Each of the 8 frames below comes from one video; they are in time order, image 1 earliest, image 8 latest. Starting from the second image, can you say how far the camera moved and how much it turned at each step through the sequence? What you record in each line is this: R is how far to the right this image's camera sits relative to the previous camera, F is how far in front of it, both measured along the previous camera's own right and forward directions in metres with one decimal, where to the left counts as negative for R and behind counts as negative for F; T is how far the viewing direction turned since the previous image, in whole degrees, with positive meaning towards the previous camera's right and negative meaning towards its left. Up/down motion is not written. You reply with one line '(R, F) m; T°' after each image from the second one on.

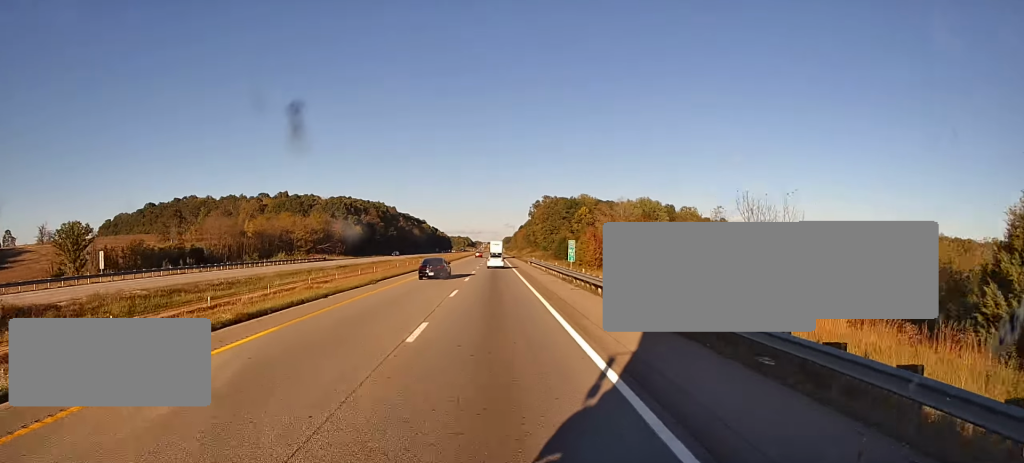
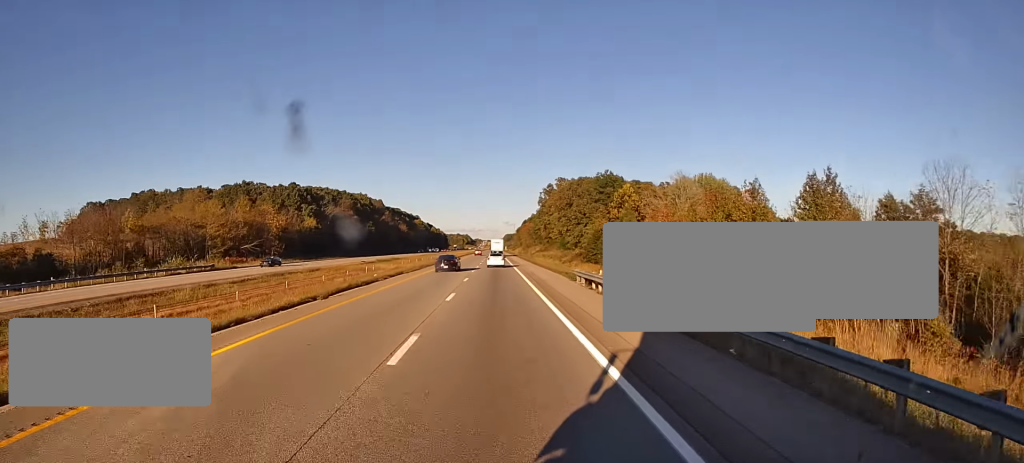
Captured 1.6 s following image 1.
(-0.7, +51.1) m; 0°
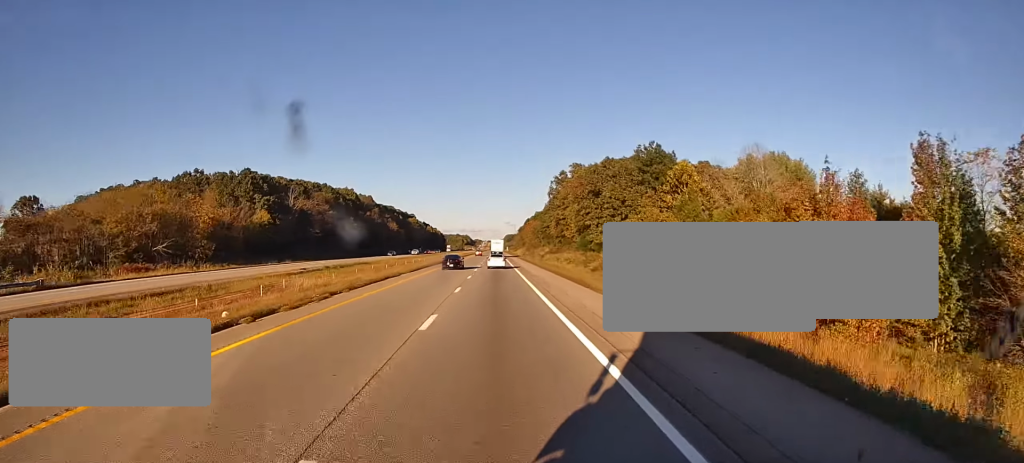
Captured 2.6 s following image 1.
(+0.7, +32.6) m; +1°
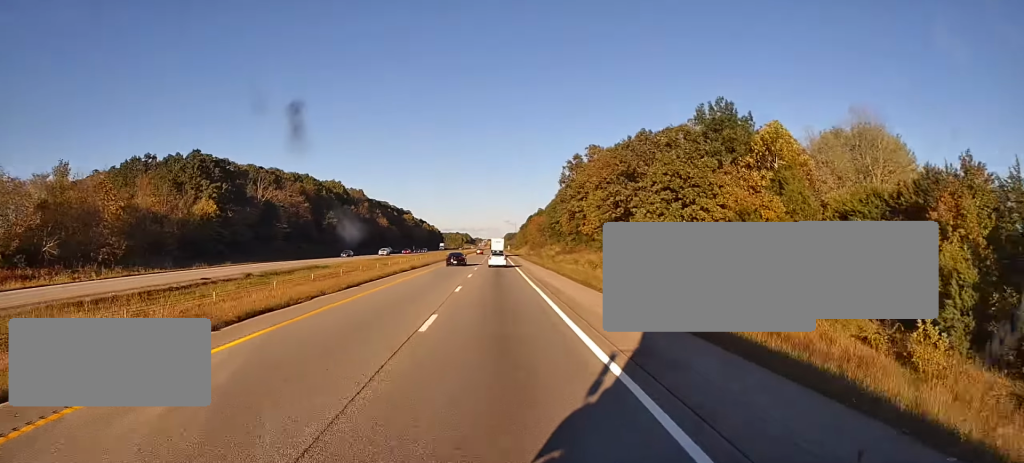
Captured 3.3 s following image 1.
(-0.1, +25.0) m; -1°
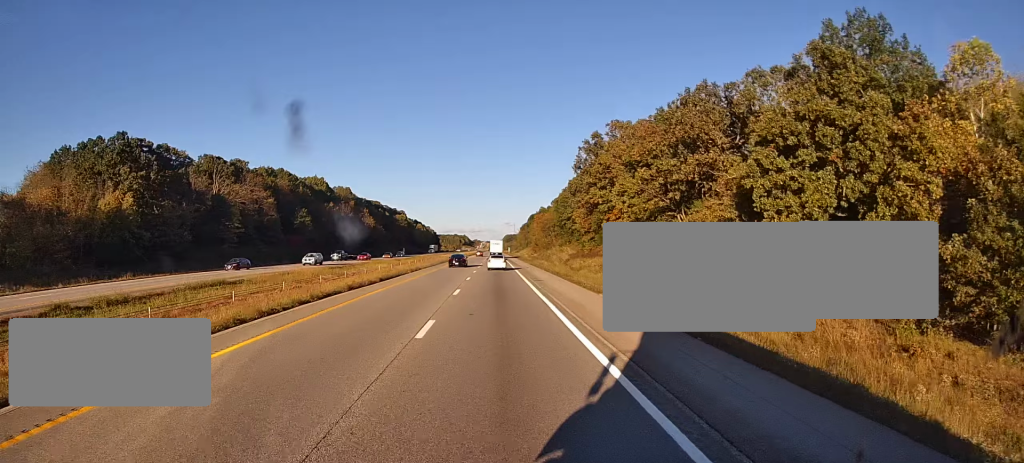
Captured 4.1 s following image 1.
(-0.2, +24.9) m; -1°
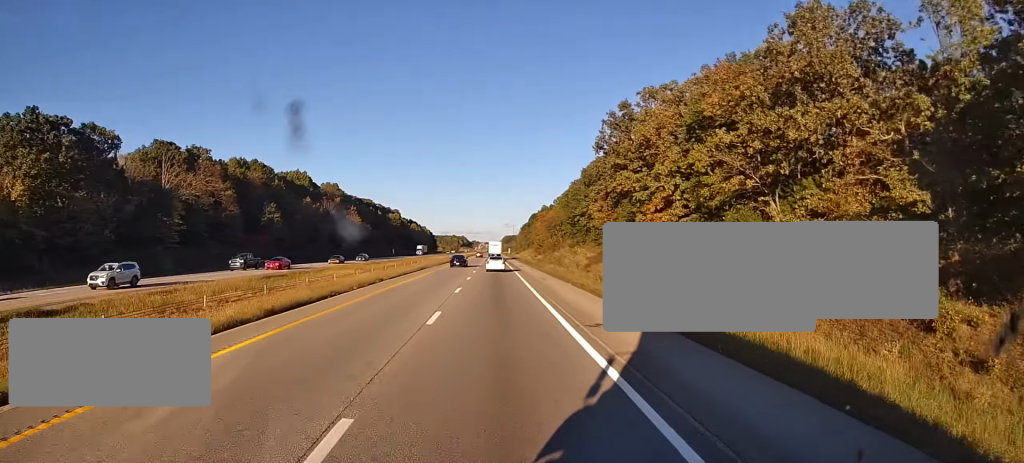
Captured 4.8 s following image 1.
(-0.1, +21.7) m; 0°
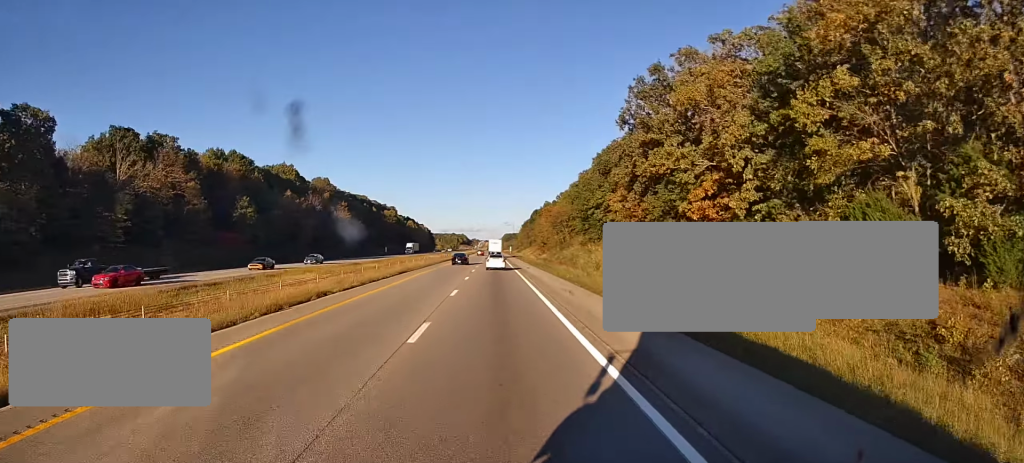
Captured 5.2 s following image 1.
(0.0, +15.2) m; 0°
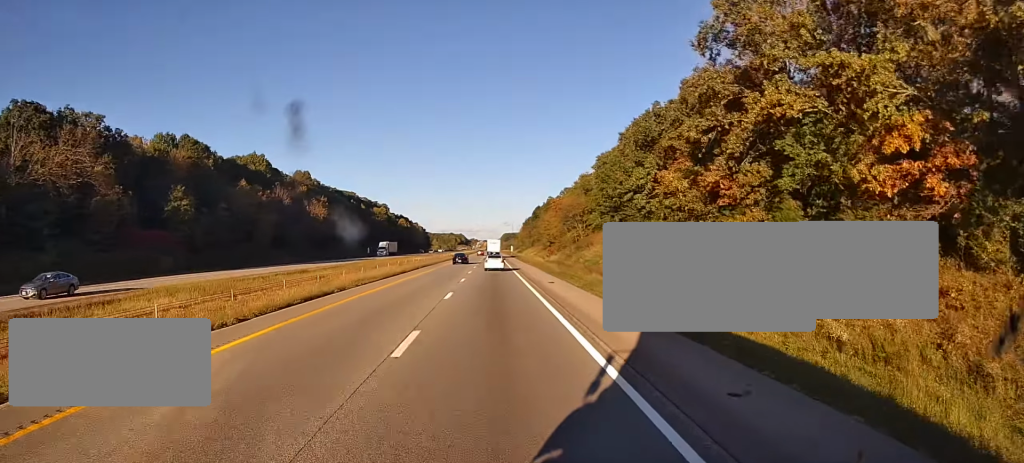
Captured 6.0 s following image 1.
(0.0, +26.1) m; 0°
